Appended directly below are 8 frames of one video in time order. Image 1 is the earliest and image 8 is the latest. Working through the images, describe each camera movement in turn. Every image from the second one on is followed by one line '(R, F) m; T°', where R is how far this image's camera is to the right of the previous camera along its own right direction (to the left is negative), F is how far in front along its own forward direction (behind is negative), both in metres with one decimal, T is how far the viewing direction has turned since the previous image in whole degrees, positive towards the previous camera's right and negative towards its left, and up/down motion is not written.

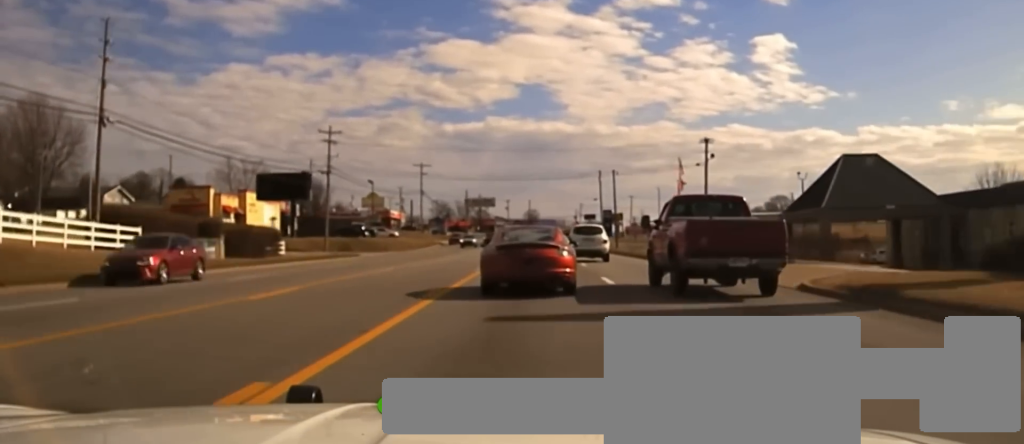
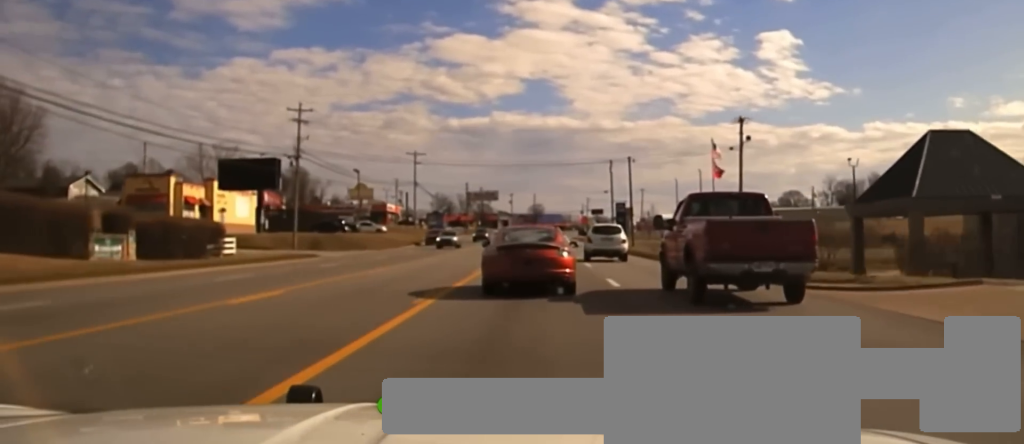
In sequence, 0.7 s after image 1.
(-0.4, +14.2) m; 0°
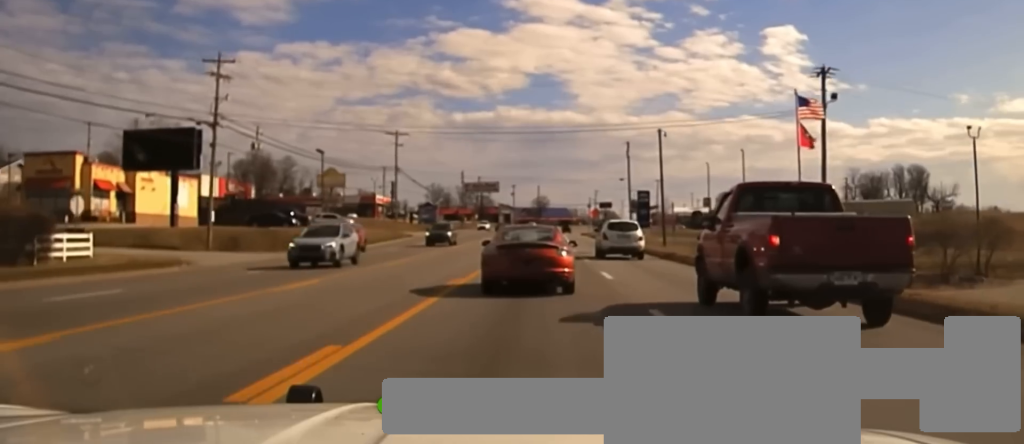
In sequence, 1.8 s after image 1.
(+0.6, +21.4) m; +1°
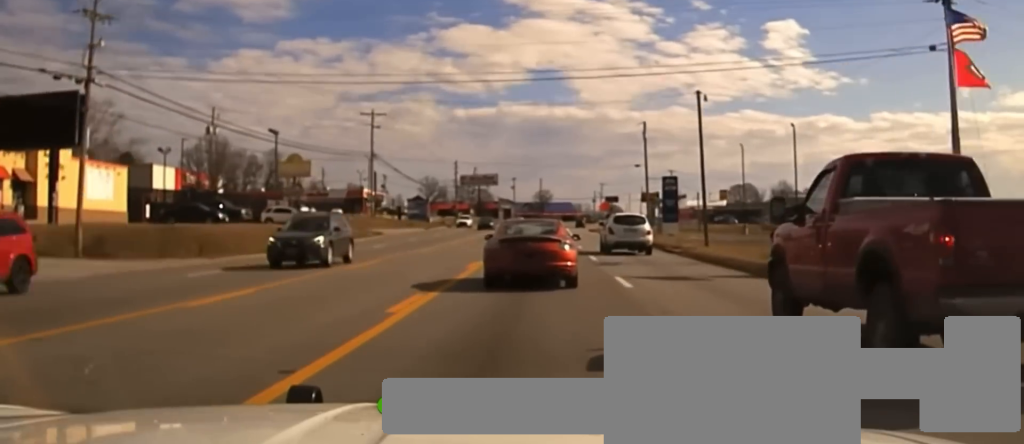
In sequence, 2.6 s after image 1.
(-0.3, +17.4) m; -1°
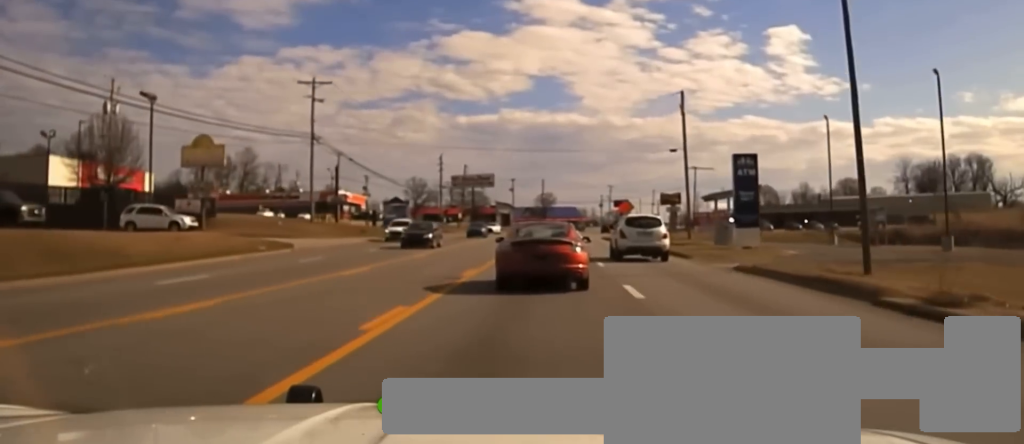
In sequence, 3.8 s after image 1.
(-0.3, +26.9) m; -1°
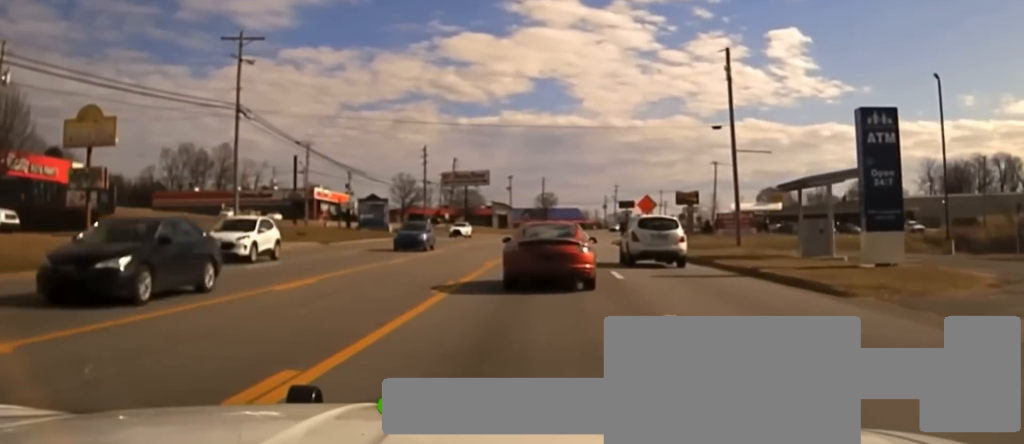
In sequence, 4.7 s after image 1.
(-0.2, +18.9) m; +1°
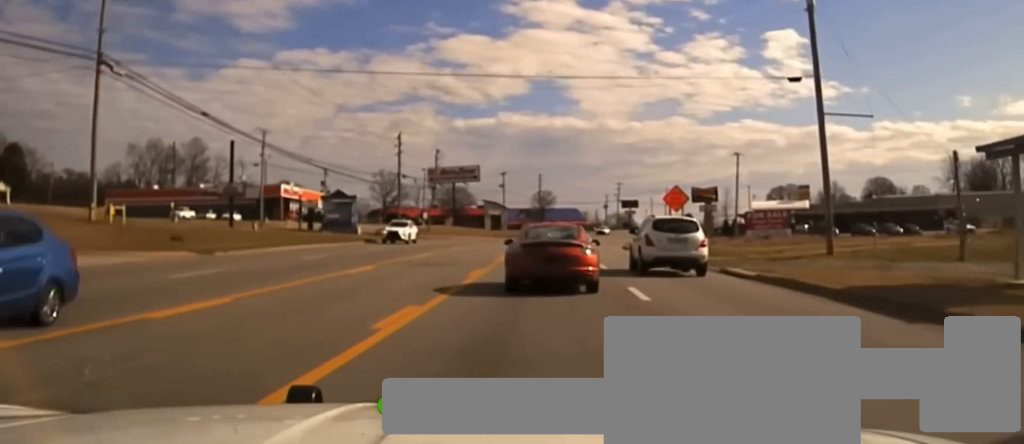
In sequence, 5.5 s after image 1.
(+0.4, +18.3) m; 0°
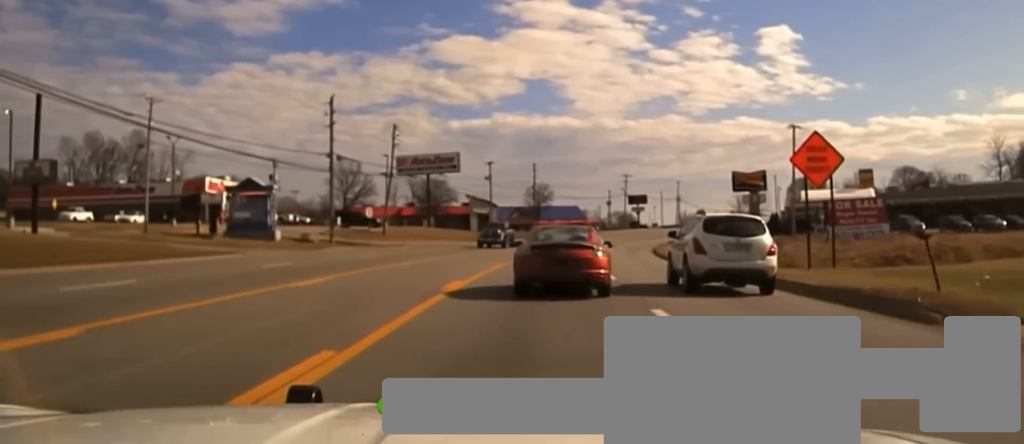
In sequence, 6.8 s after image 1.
(-0.6, +30.1) m; -1°
